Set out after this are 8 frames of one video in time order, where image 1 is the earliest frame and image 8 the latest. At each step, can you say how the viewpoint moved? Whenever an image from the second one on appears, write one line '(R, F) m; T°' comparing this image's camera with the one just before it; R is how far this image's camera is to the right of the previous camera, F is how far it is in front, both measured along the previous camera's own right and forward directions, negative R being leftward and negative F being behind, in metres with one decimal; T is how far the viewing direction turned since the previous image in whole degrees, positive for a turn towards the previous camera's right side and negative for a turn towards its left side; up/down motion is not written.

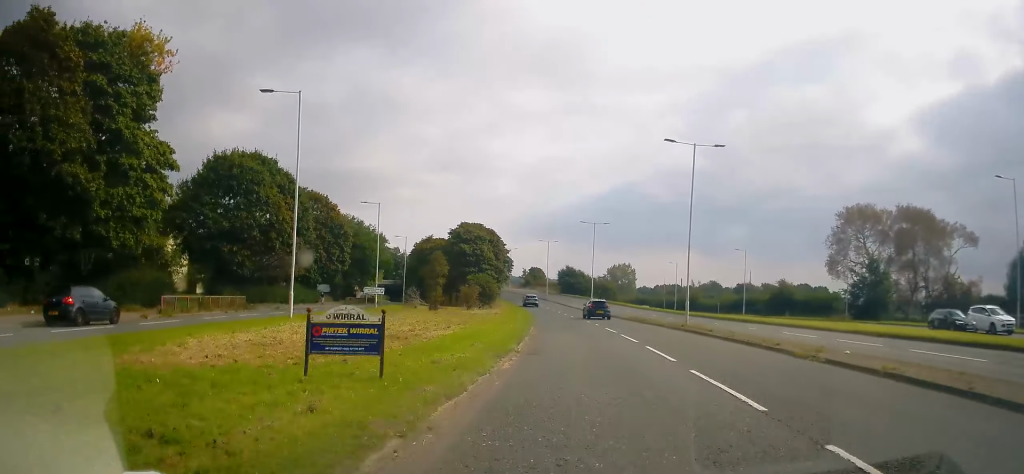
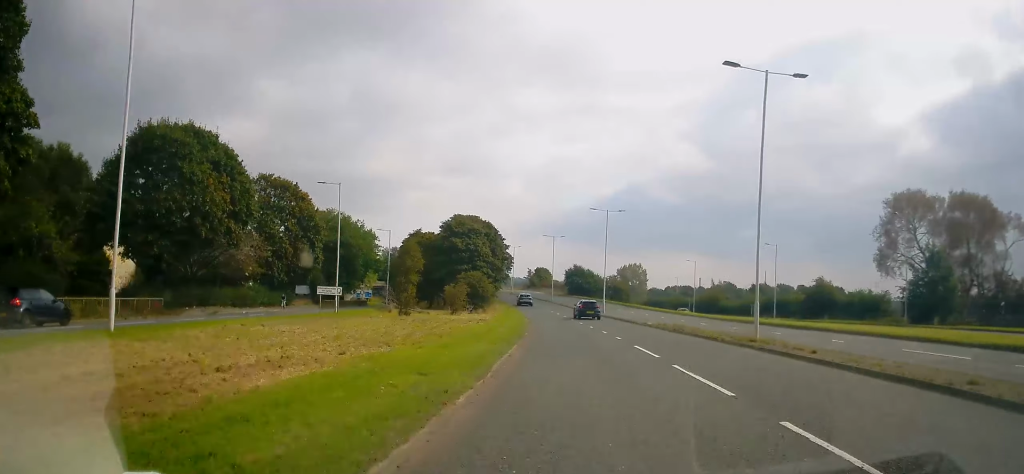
(+0.1, +11.5) m; -1°
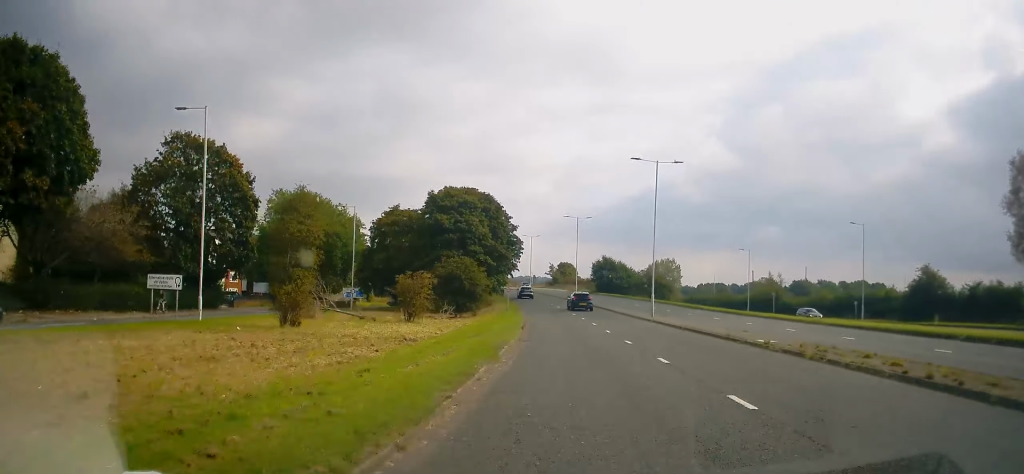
(-0.5, +20.6) m; -3°
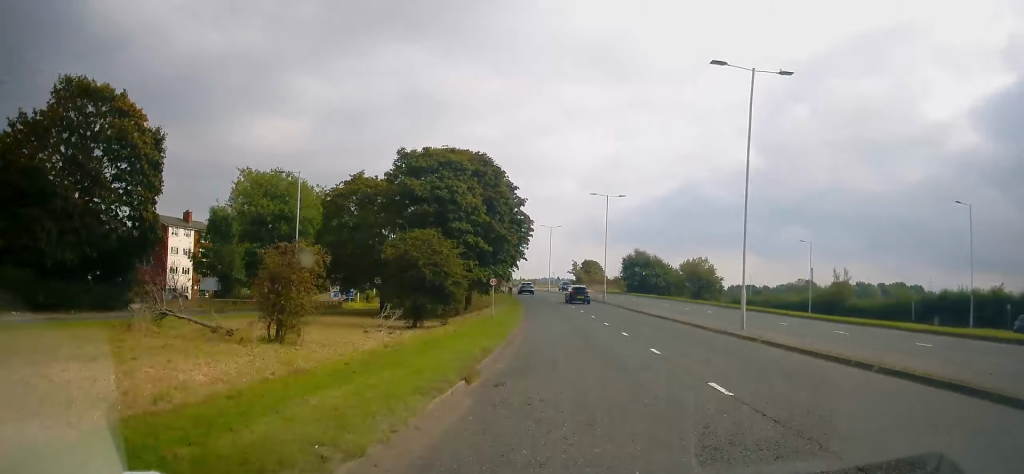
(-0.3, +16.9) m; -2°
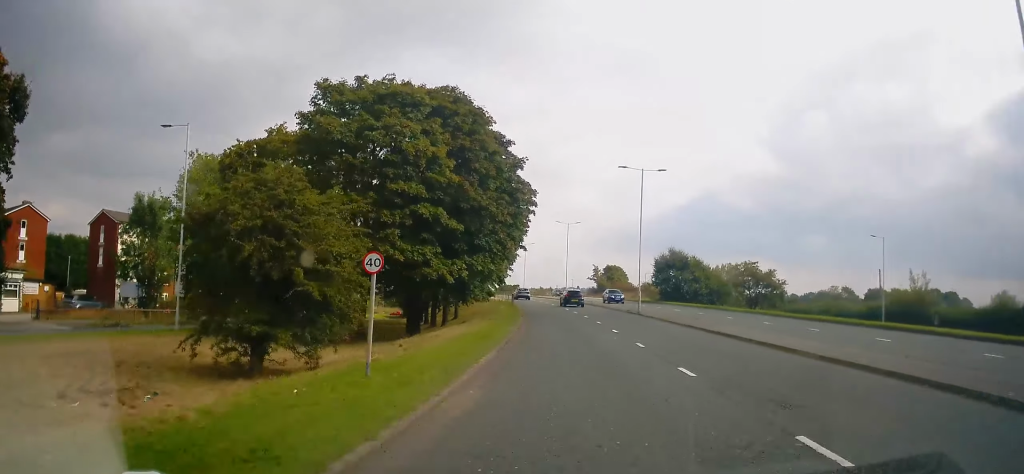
(-0.2, +15.6) m; -2°
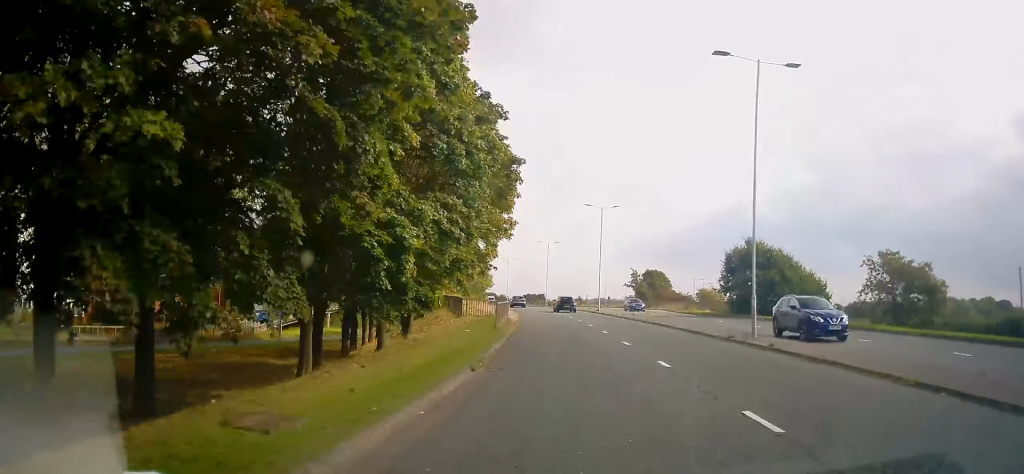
(-0.5, +22.5) m; -3°
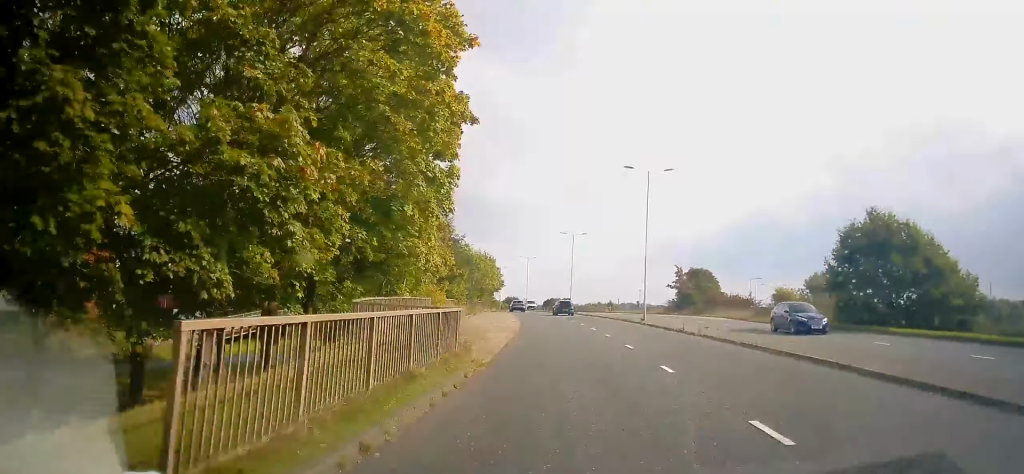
(-0.1, +18.8) m; -2°
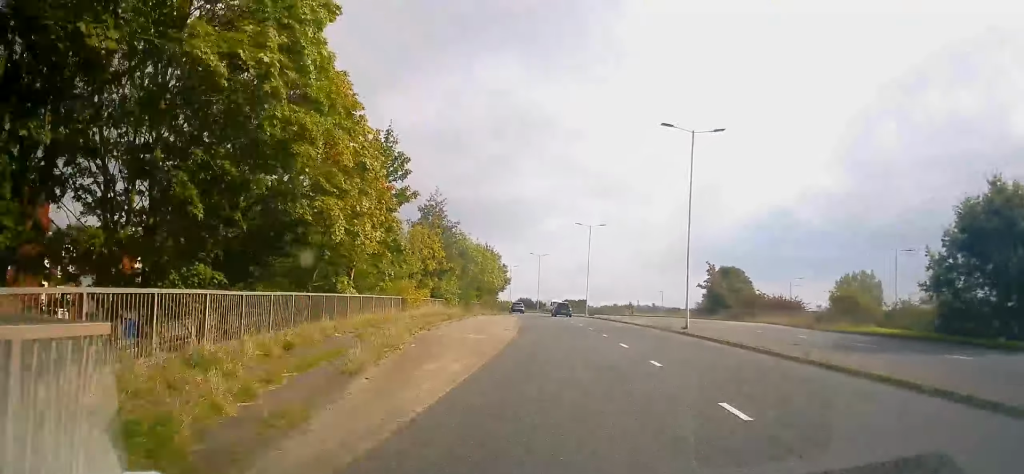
(-0.4, +10.6) m; -3°
